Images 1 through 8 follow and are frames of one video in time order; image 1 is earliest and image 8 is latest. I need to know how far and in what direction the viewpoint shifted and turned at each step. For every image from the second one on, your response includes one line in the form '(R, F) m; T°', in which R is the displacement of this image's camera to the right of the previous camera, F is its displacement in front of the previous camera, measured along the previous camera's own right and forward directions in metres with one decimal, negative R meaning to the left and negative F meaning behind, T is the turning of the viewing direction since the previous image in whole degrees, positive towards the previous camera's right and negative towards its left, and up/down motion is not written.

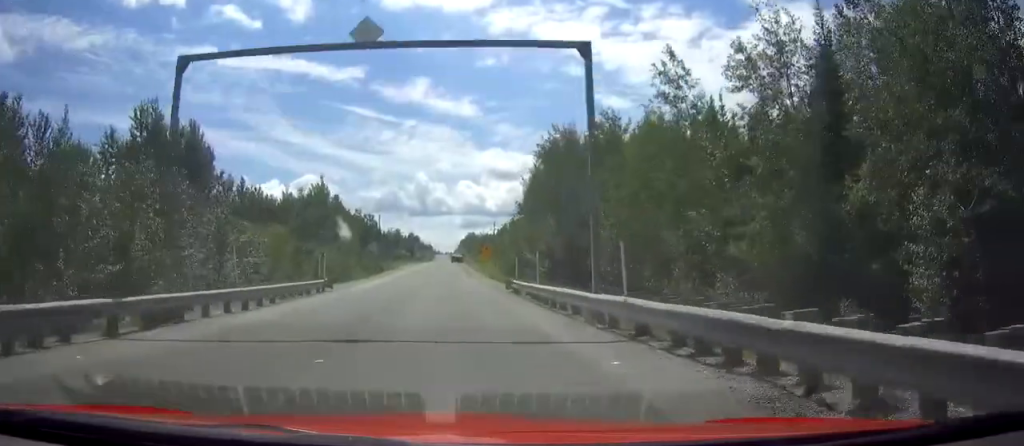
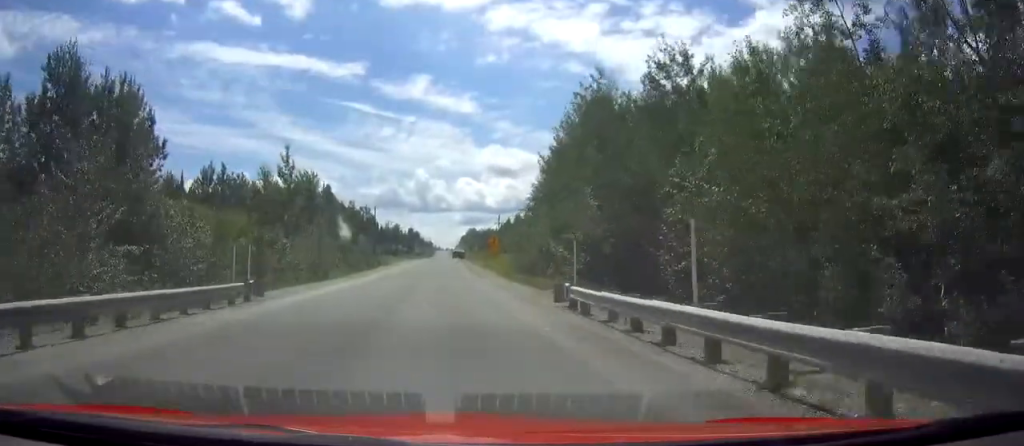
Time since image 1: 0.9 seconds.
(+0.1, +14.8) m; 0°
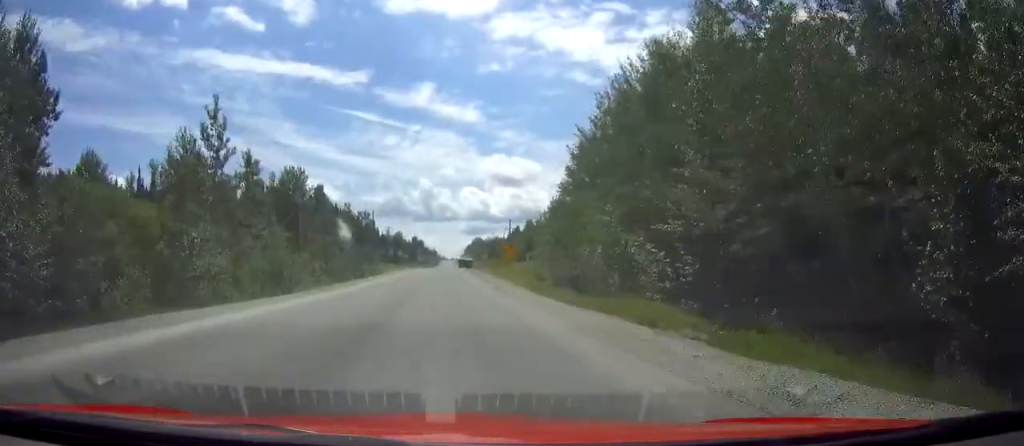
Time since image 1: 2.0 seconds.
(0.0, +17.7) m; 0°
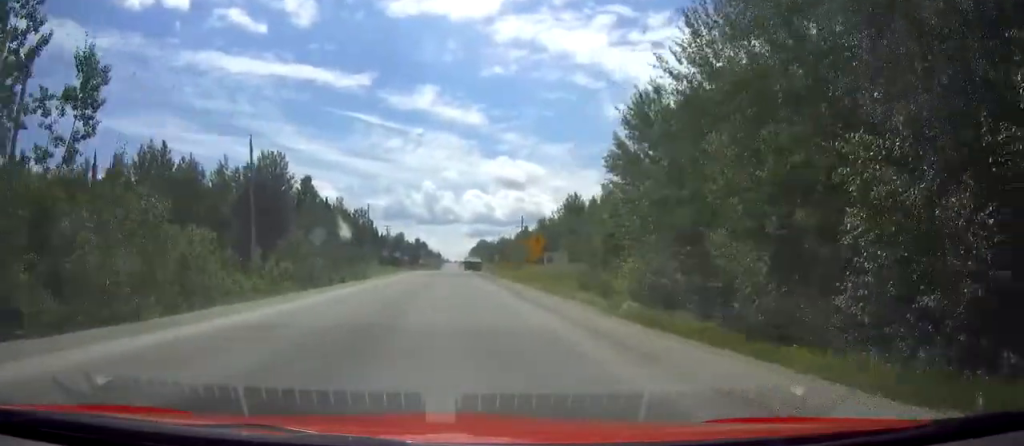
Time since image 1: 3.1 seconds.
(-0.1, +18.6) m; 0°
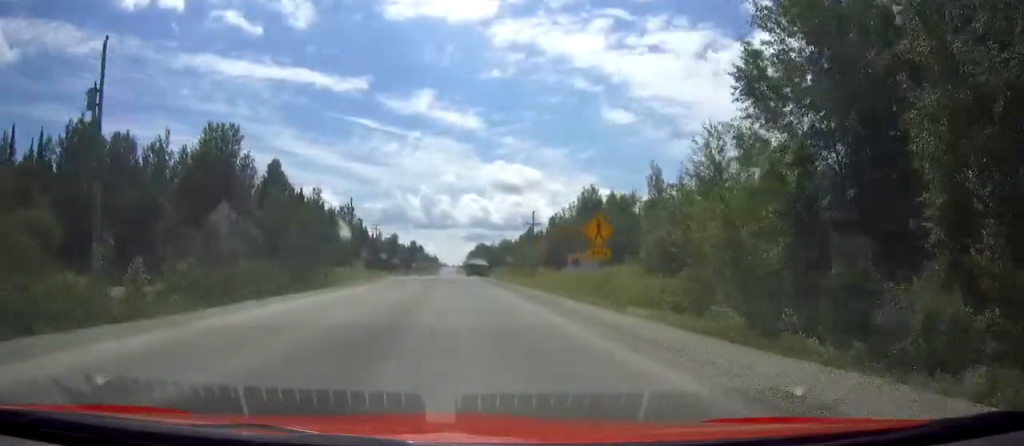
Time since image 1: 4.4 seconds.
(0.0, +23.6) m; -1°
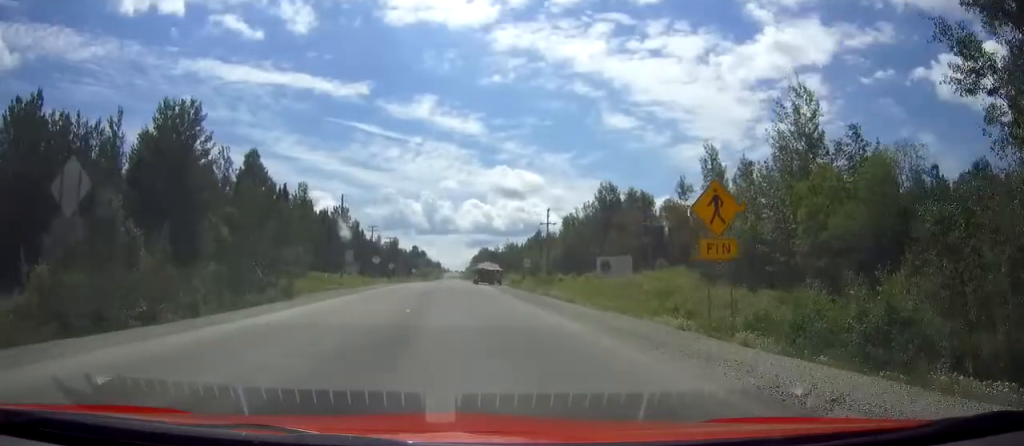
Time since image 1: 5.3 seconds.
(-0.1, +14.9) m; 0°
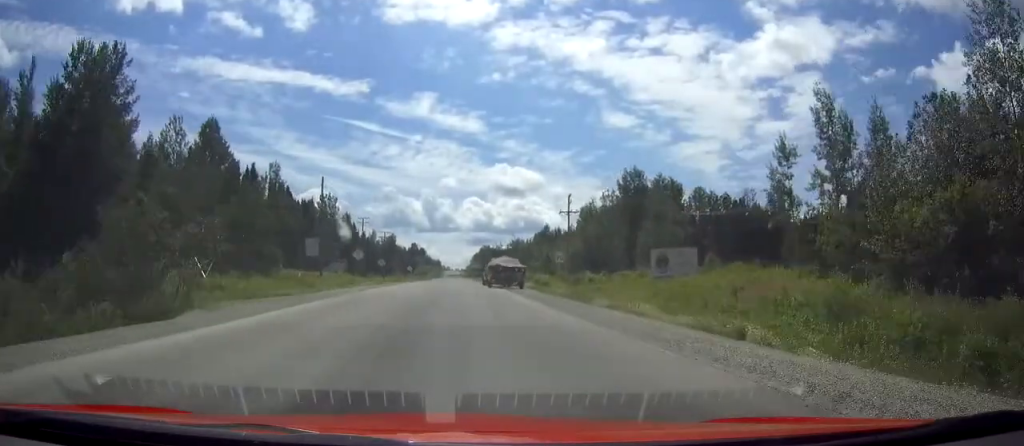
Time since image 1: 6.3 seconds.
(+0.1, +19.0) m; 0°
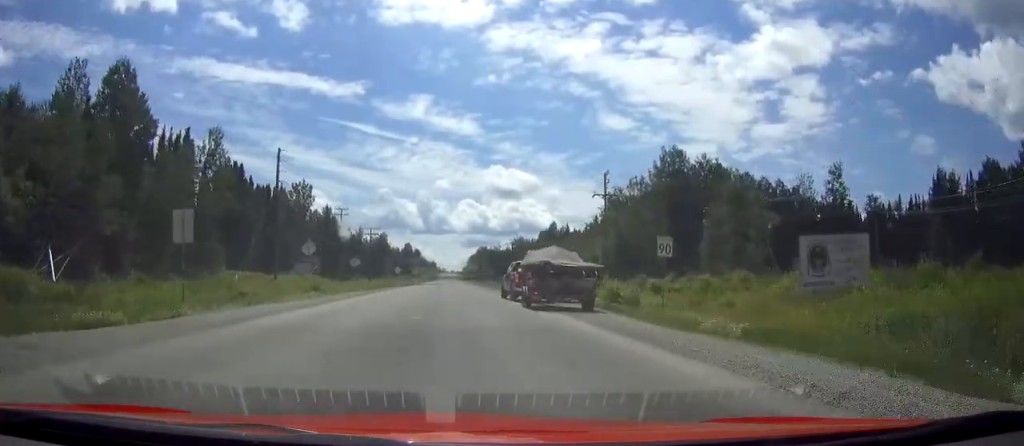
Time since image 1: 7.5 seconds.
(+0.1, +23.7) m; 0°
